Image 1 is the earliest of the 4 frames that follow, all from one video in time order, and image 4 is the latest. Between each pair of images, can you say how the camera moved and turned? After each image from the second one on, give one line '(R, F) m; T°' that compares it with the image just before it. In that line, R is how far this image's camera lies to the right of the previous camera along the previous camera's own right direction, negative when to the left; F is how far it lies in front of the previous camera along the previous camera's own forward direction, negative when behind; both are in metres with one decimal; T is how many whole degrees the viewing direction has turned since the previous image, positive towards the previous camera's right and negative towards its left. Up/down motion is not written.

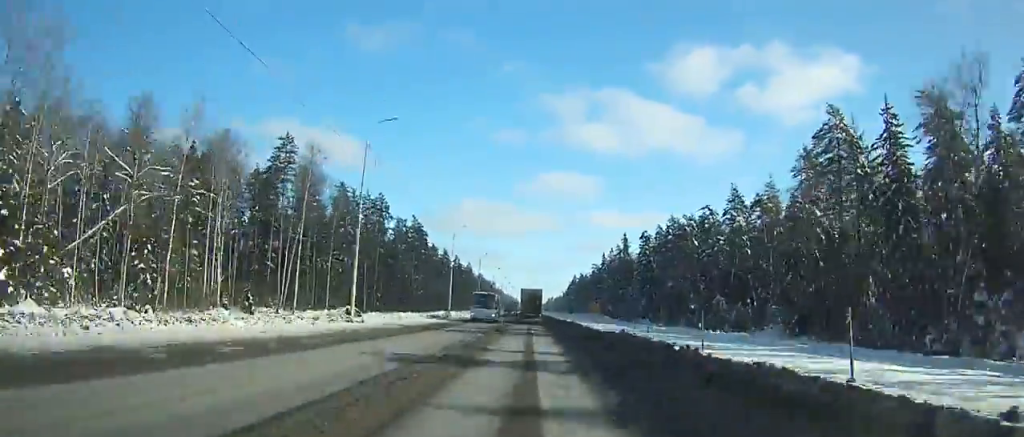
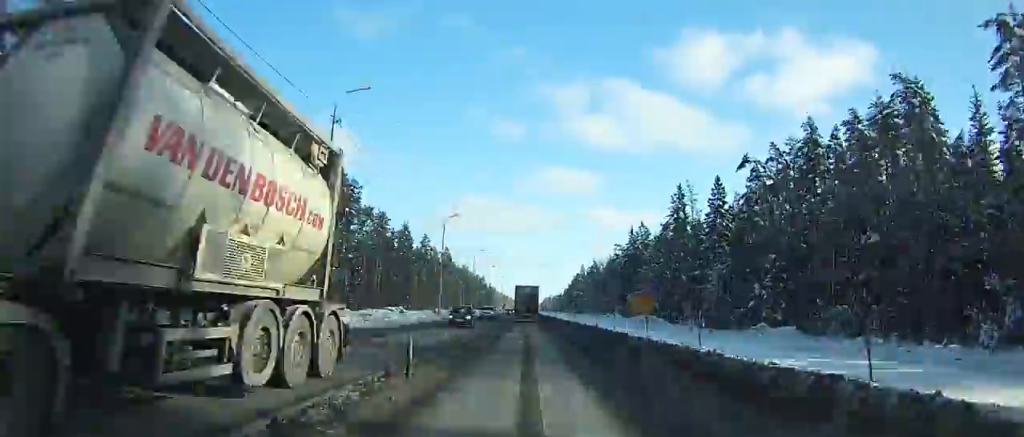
(-9.3, +78.7) m; -6°
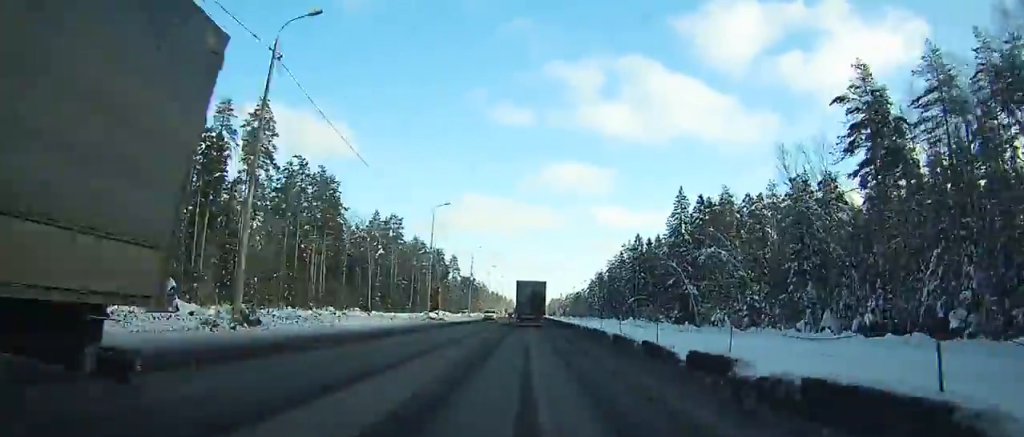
(+15.6, +197.6) m; +5°
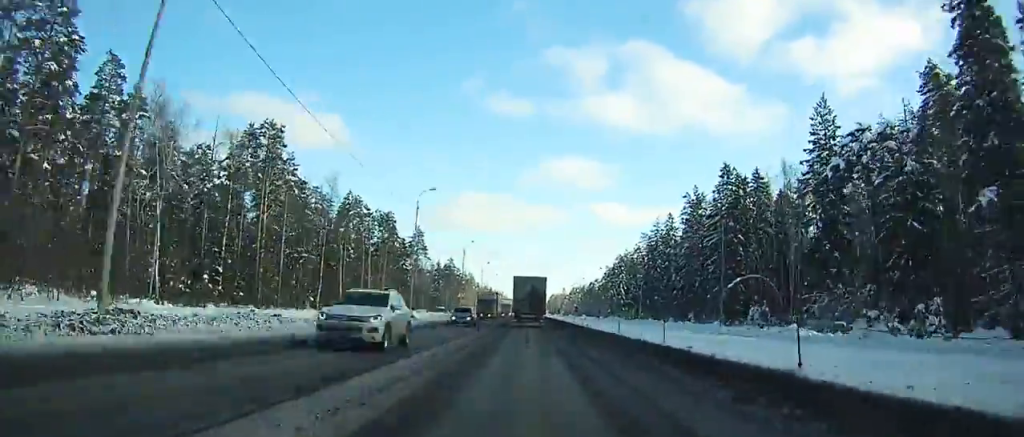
(+0.3, +81.2) m; 0°
